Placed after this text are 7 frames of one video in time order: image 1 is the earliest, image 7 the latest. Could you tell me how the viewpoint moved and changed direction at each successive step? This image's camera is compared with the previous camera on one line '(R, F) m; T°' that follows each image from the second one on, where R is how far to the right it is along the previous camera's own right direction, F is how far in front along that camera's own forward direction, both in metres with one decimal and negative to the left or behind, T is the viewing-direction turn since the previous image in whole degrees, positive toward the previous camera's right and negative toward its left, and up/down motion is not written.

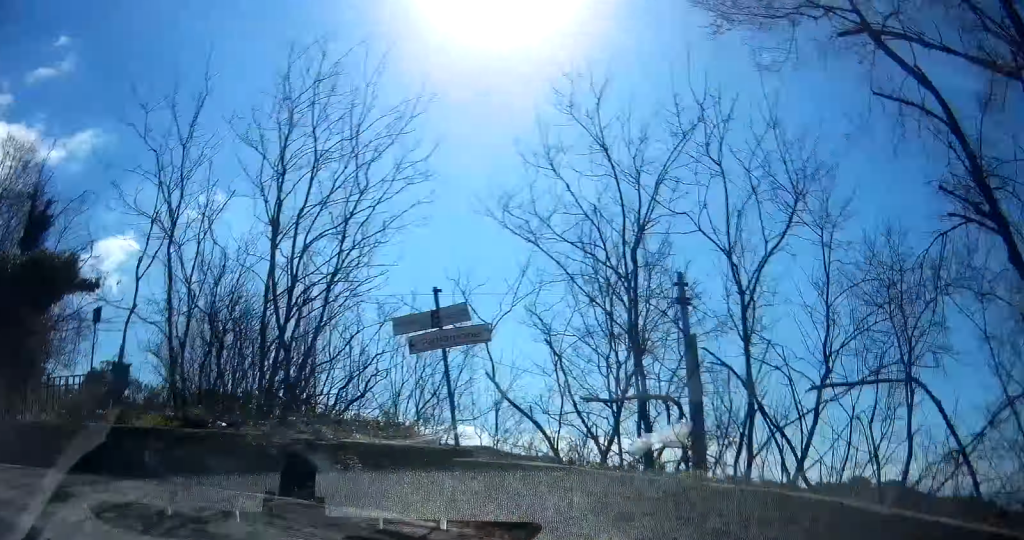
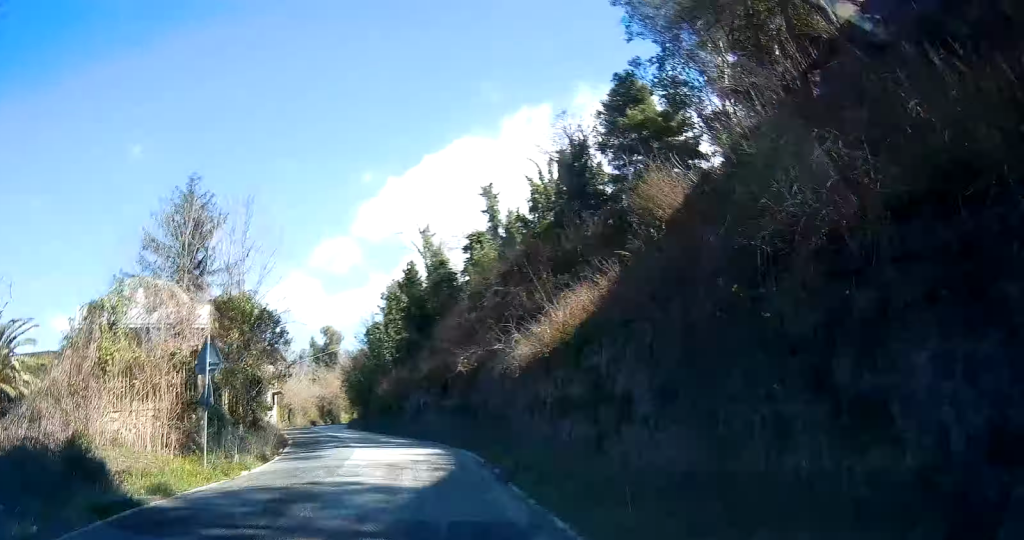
(-80.3, +2.7) m; -97°
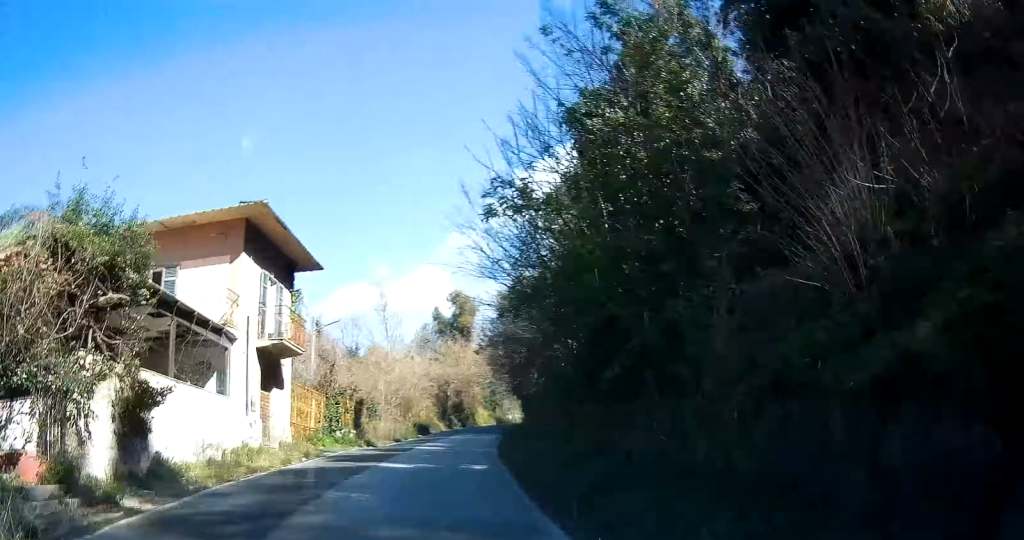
(-0.3, +42.9) m; -1°
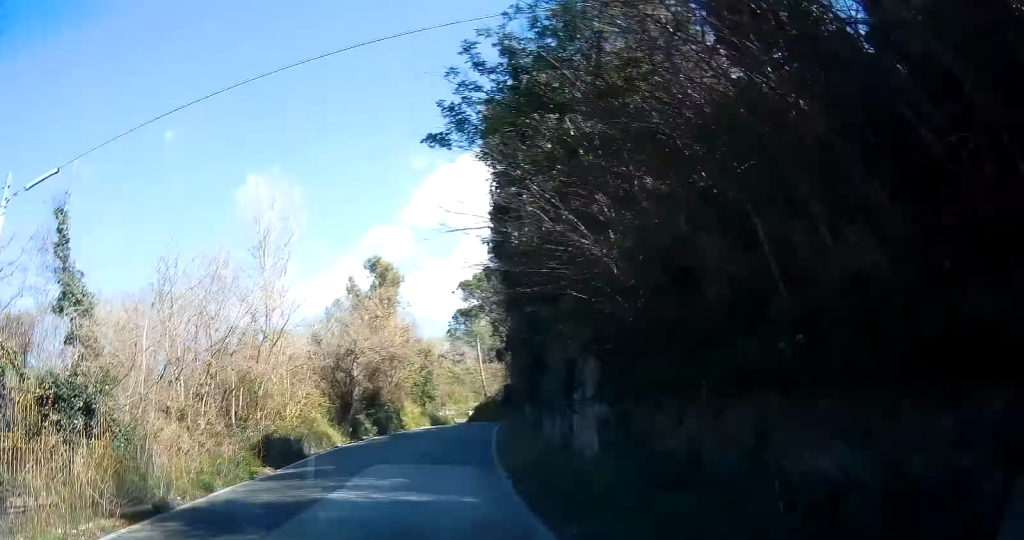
(-0.7, +25.8) m; +1°
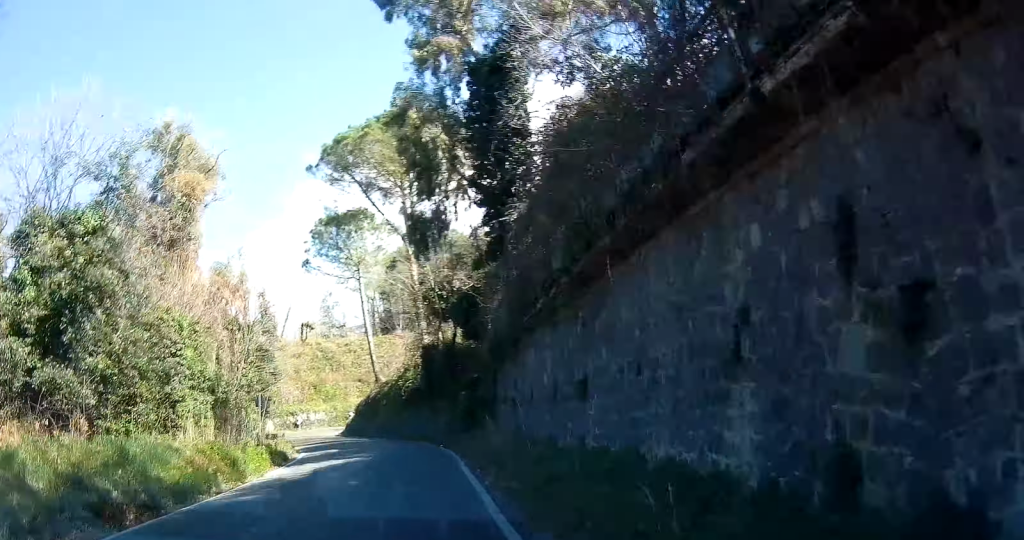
(+1.1, +43.9) m; +1°
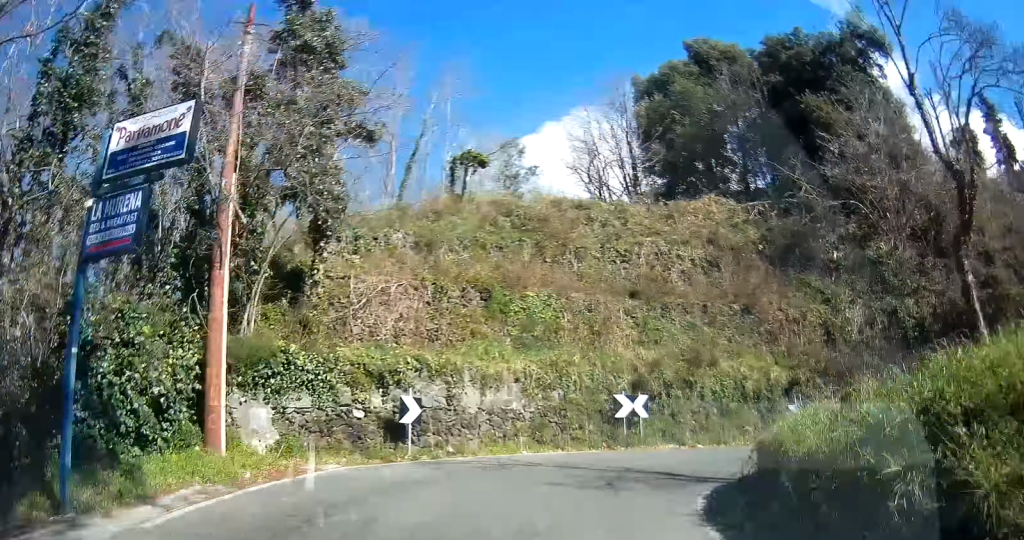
(-0.8, +50.0) m; +18°
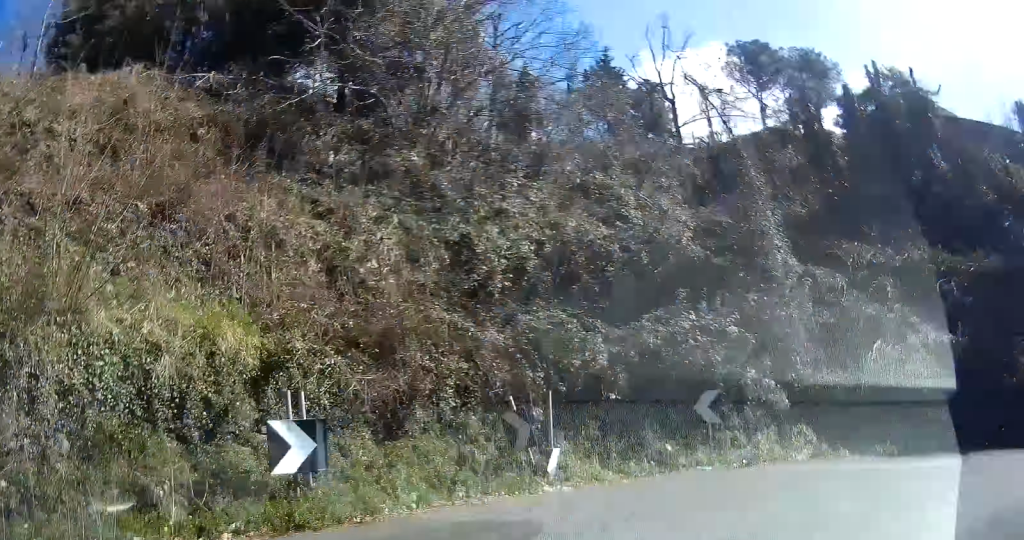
(+6.6, +5.9) m; +69°
